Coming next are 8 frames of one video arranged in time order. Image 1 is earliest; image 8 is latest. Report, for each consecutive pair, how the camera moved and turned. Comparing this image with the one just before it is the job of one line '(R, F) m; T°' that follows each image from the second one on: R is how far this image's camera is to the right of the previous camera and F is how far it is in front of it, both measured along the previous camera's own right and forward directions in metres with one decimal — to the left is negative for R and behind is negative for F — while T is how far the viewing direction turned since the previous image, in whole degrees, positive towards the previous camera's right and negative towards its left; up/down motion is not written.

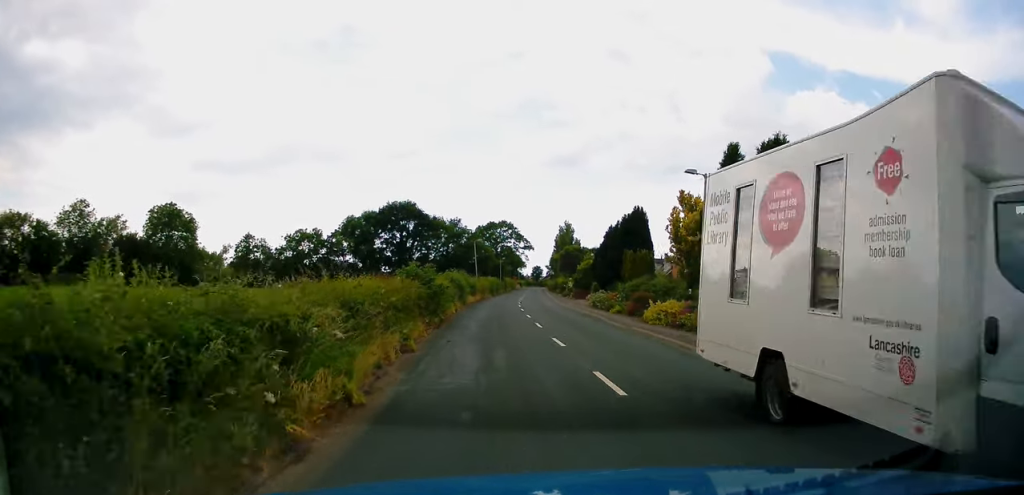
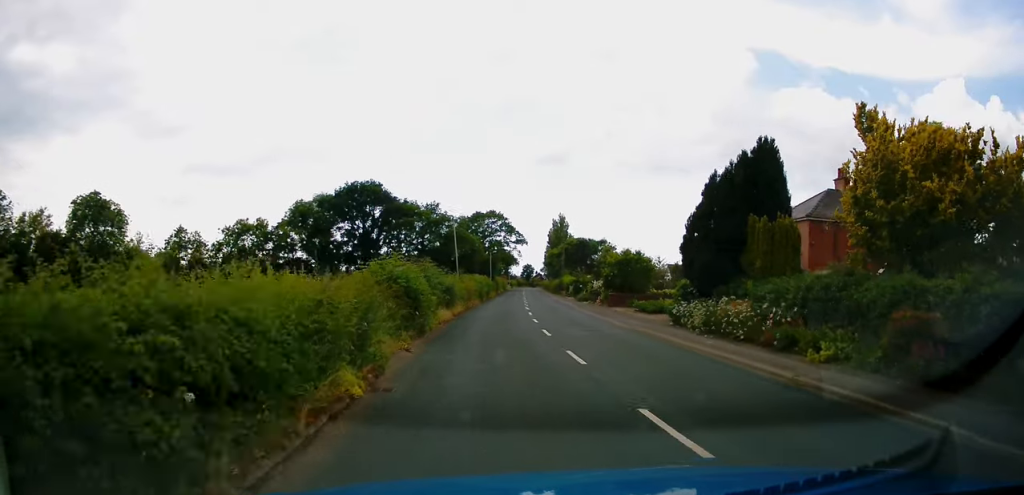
(0.0, +20.2) m; +2°
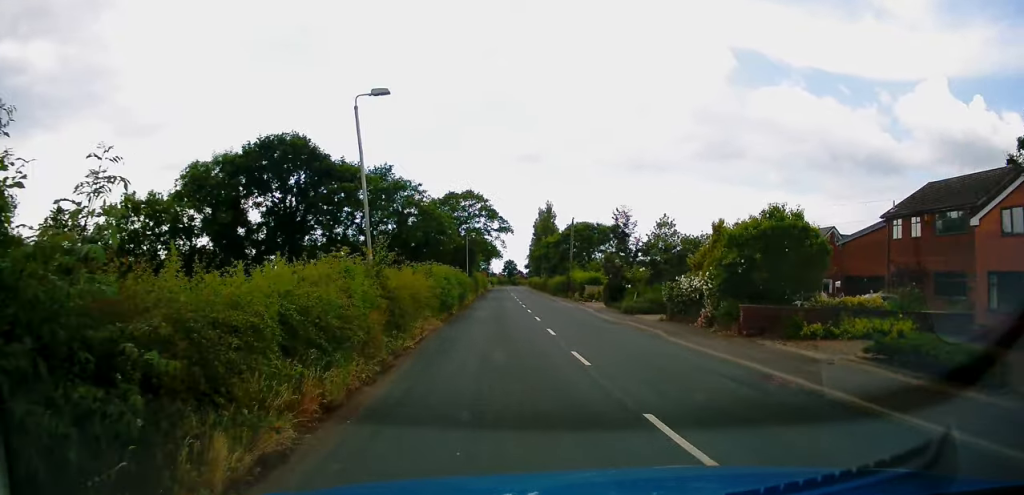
(+0.8, +23.8) m; +2°
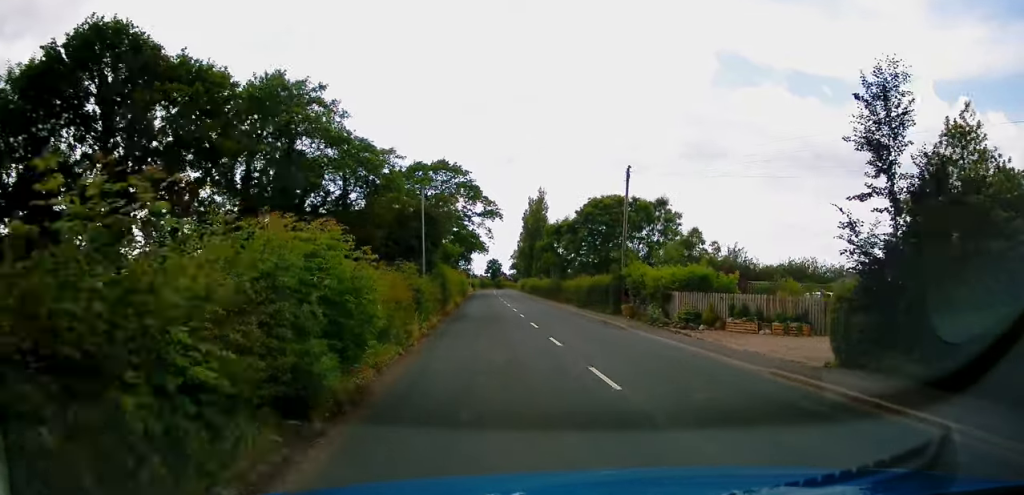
(0.0, +25.5) m; +1°
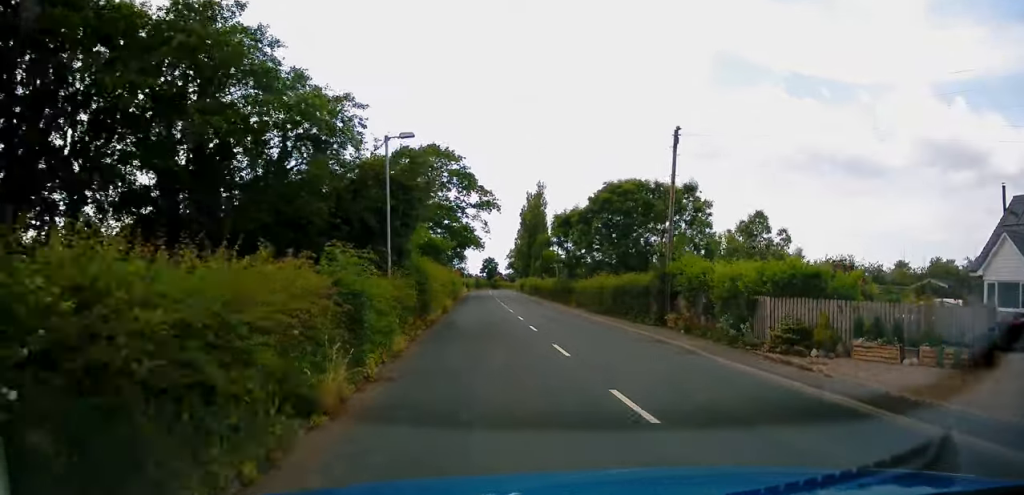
(-0.2, +7.8) m; +1°
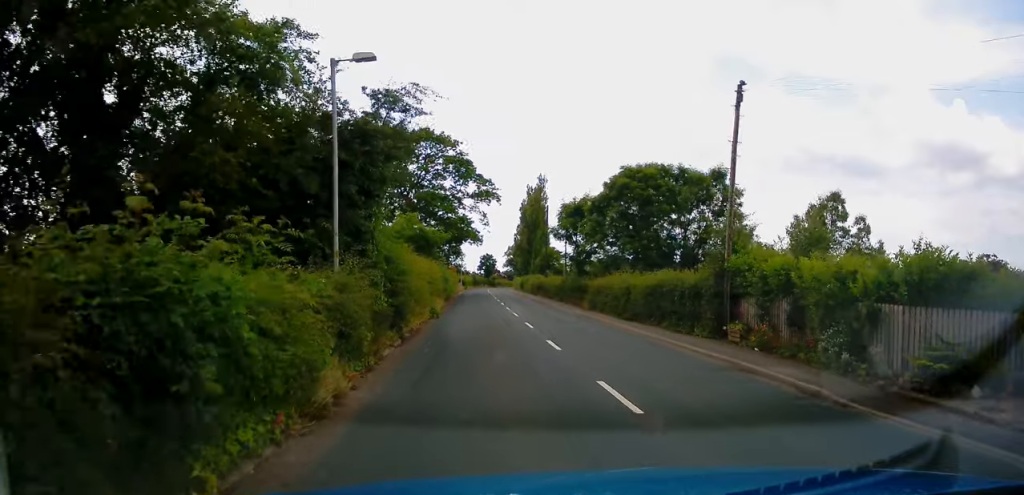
(+0.2, +5.5) m; 0°
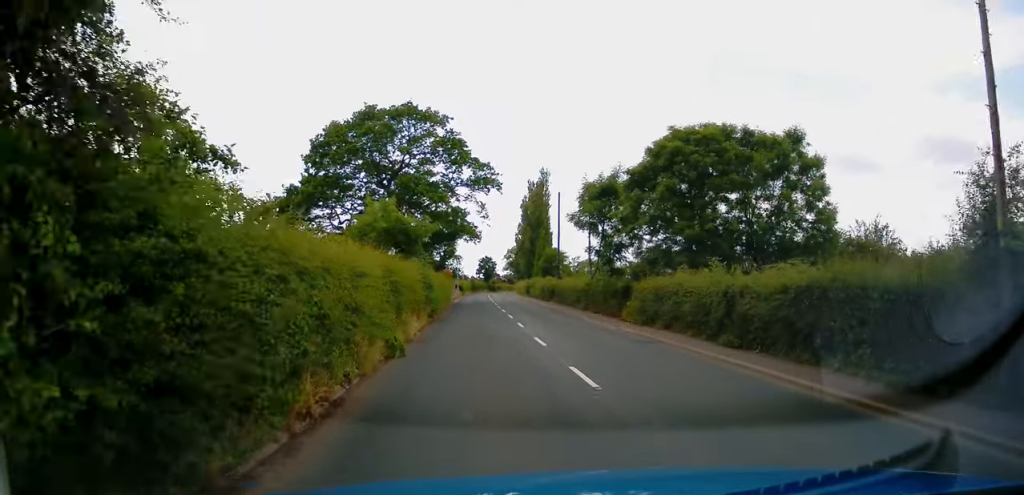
(+0.3, +10.0) m; 0°
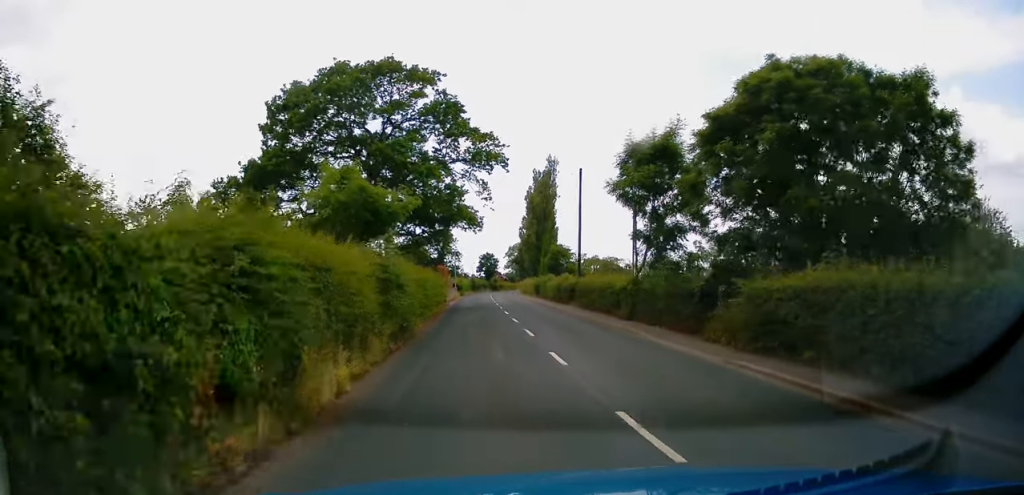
(-0.4, +9.7) m; 0°
